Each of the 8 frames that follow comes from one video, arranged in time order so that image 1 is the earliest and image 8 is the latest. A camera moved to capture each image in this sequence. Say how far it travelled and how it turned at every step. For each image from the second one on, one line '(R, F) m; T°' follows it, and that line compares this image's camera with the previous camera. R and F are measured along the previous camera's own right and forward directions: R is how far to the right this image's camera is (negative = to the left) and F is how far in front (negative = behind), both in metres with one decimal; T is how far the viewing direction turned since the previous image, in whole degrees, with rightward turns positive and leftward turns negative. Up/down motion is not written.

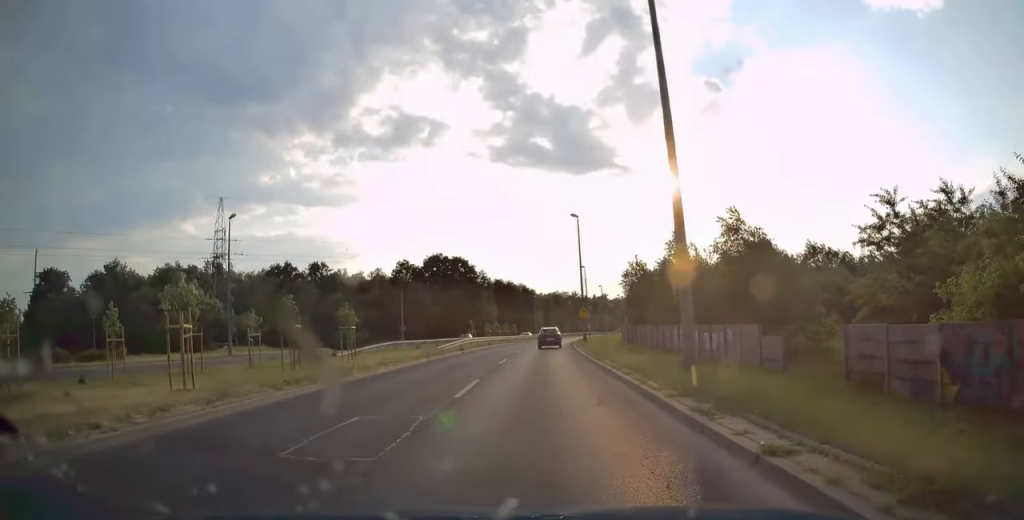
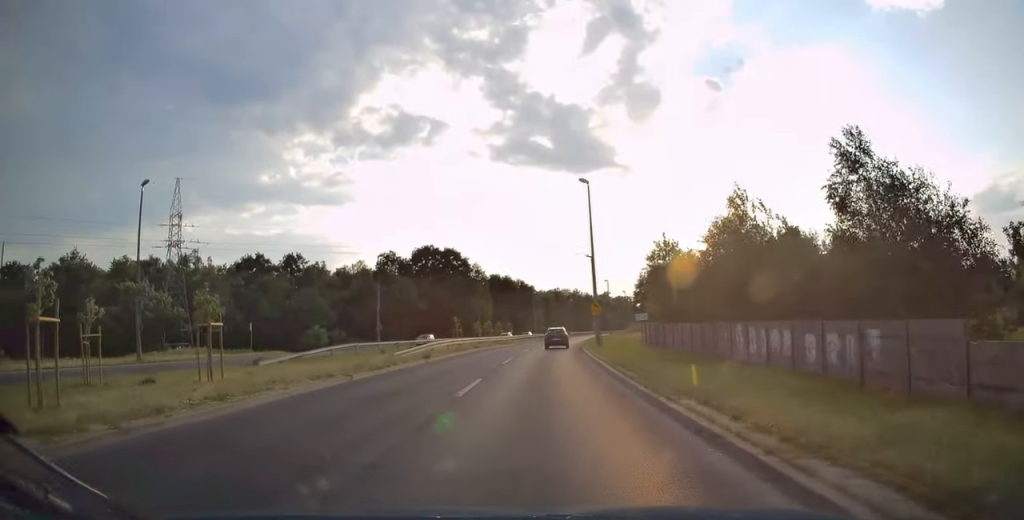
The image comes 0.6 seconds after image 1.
(-0.2, +11.9) m; 0°
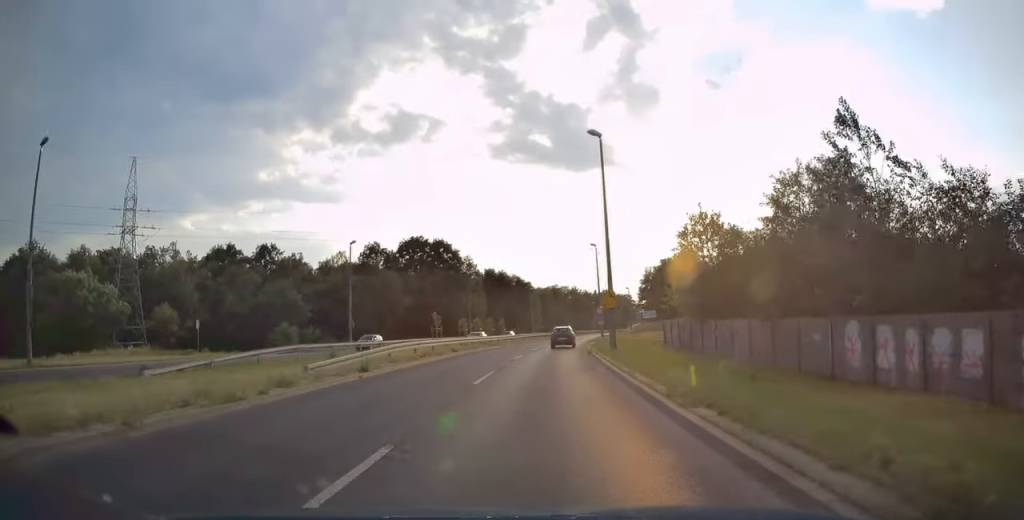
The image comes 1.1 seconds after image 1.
(+0.2, +9.6) m; +1°
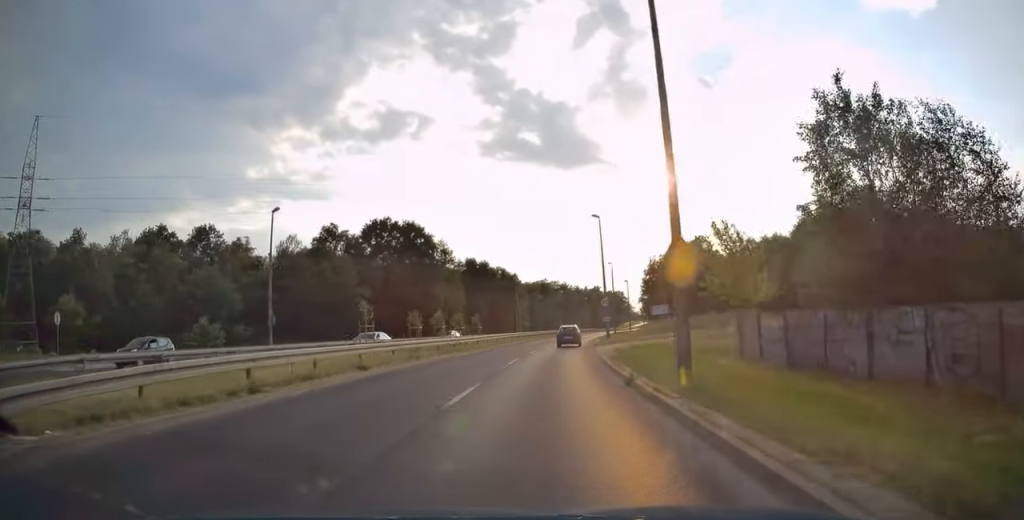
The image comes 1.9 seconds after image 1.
(+0.2, +16.2) m; +1°
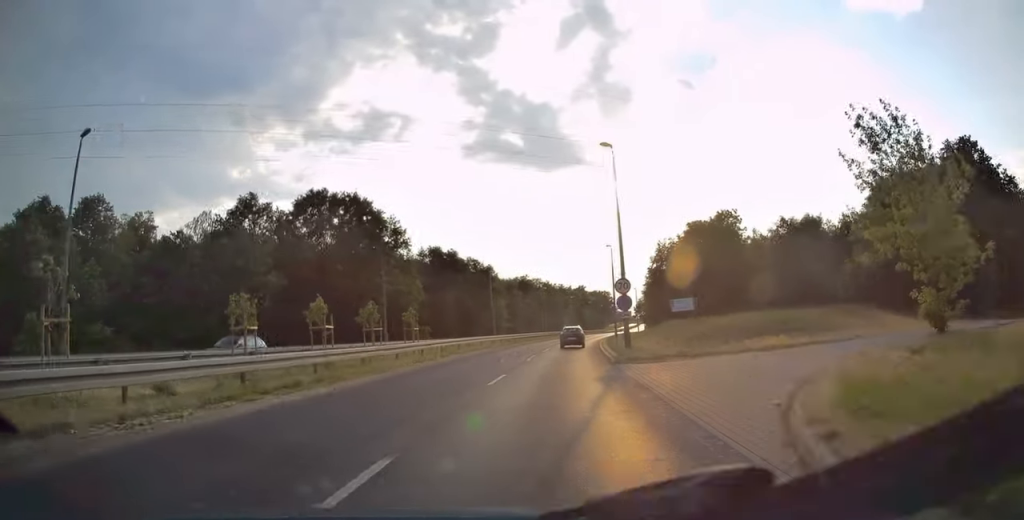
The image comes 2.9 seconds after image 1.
(+0.2, +20.5) m; +2°
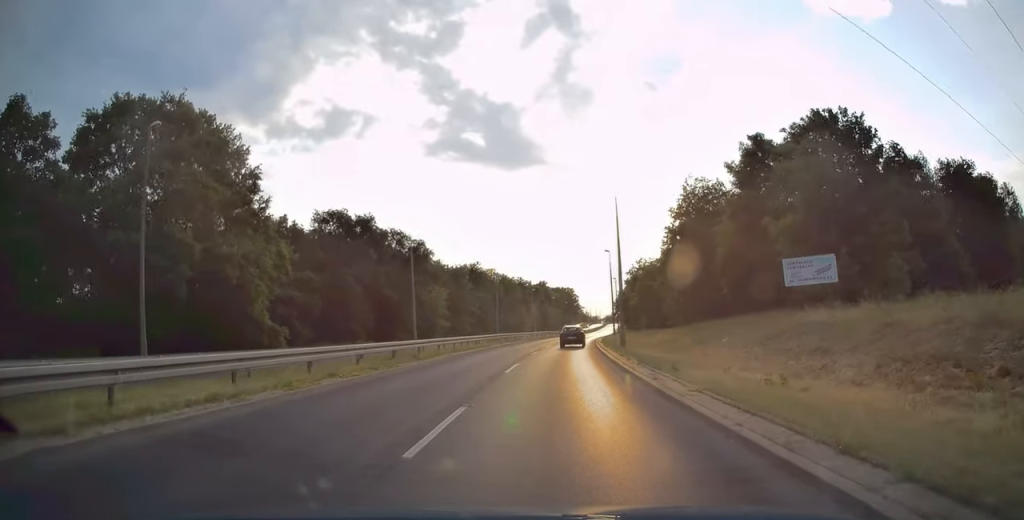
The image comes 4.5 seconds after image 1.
(+1.1, +32.0) m; +4°
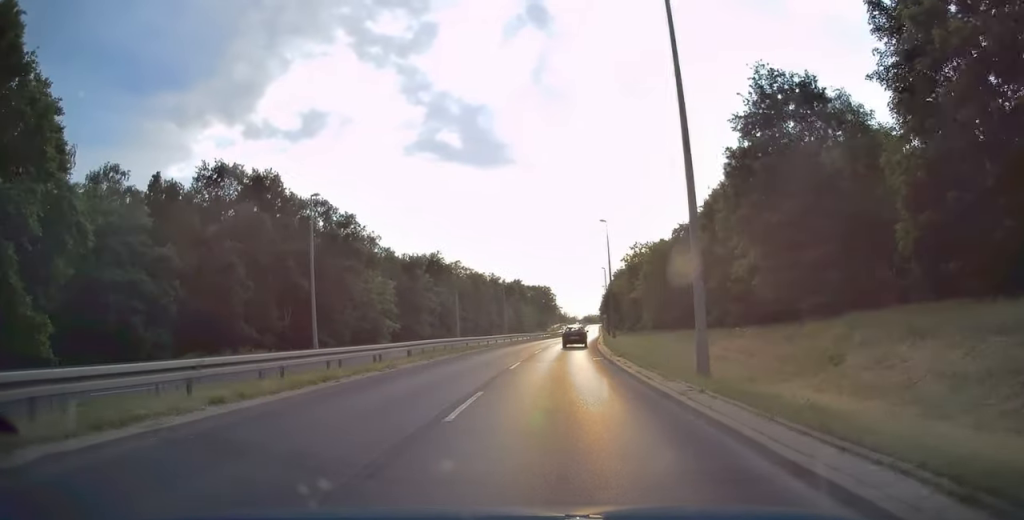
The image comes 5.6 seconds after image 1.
(+0.5, +21.5) m; +2°
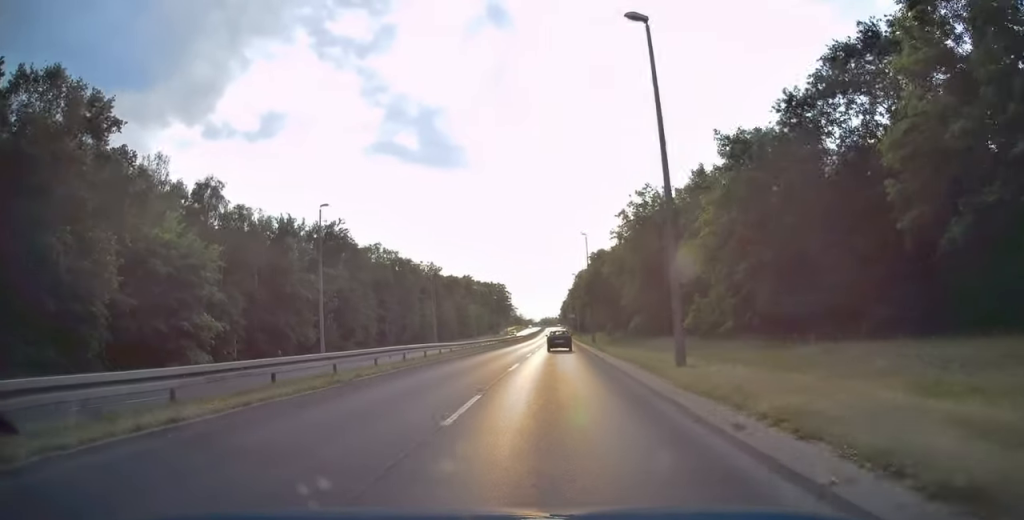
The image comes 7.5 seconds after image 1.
(+1.5, +36.3) m; +5°
